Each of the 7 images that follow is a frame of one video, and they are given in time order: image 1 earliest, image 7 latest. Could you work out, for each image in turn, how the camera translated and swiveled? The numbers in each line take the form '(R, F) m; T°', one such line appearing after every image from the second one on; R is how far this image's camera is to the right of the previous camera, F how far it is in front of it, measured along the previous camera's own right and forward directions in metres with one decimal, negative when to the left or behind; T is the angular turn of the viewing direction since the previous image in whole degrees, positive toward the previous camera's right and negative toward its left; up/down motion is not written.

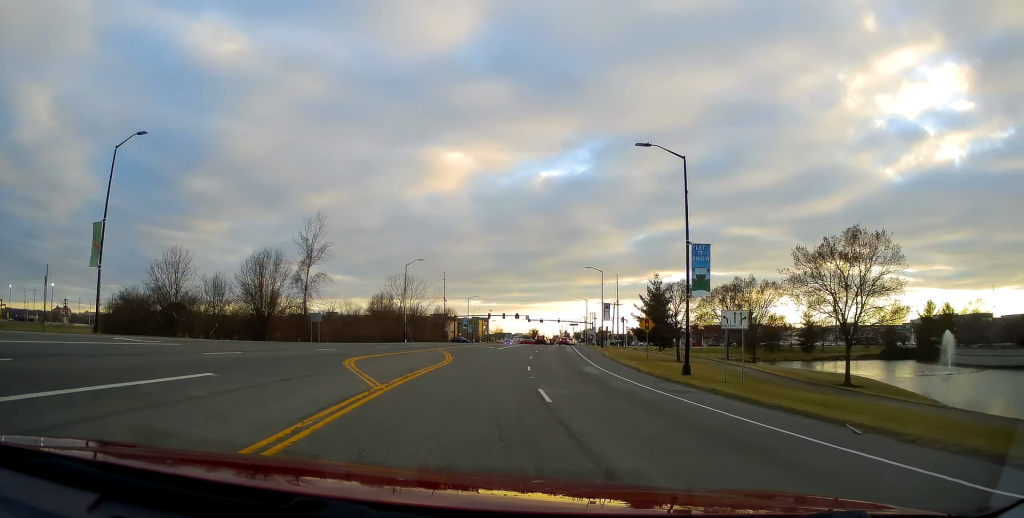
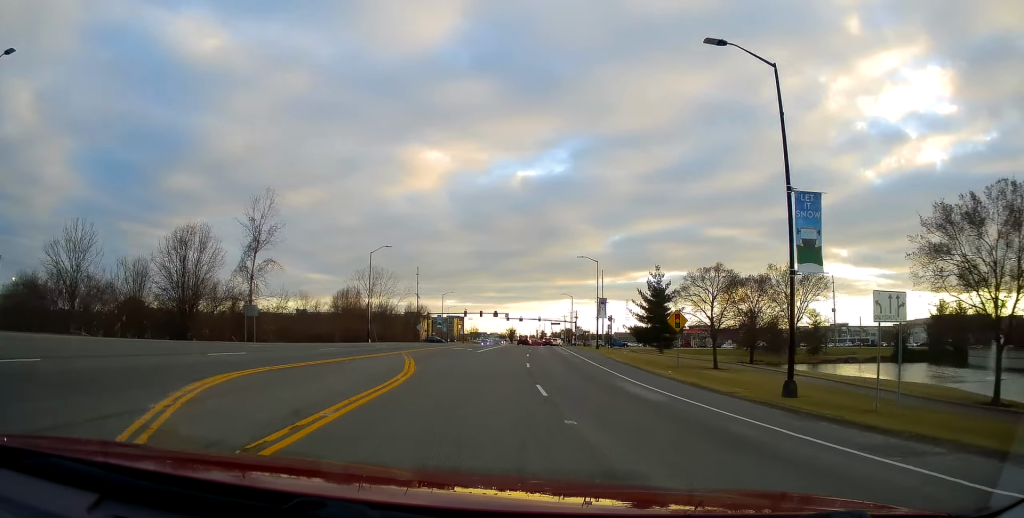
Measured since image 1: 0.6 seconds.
(-0.1, +10.9) m; +1°
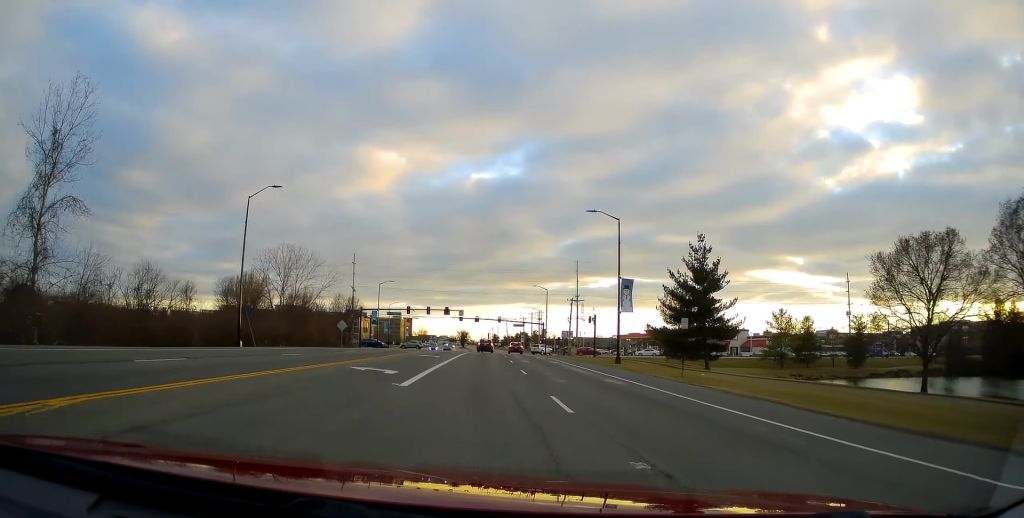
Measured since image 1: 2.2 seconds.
(+1.5, +27.4) m; +8°
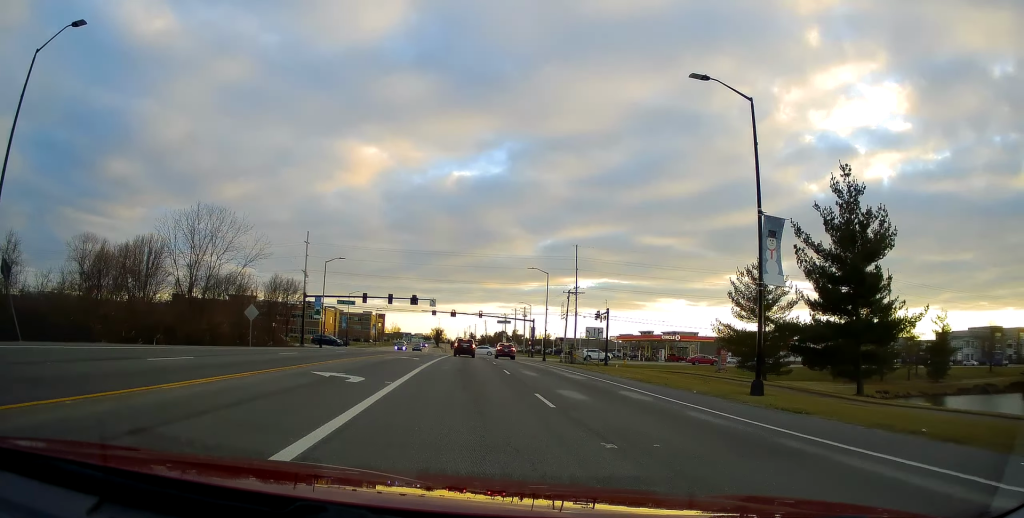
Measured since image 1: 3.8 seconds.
(+1.5, +23.5) m; +3°
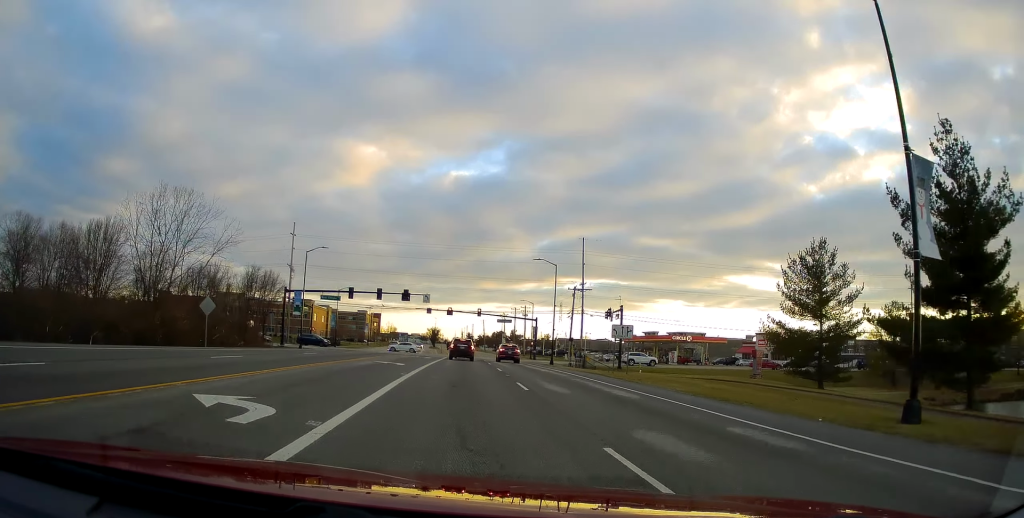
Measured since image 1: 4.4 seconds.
(-0.5, +8.0) m; 0°
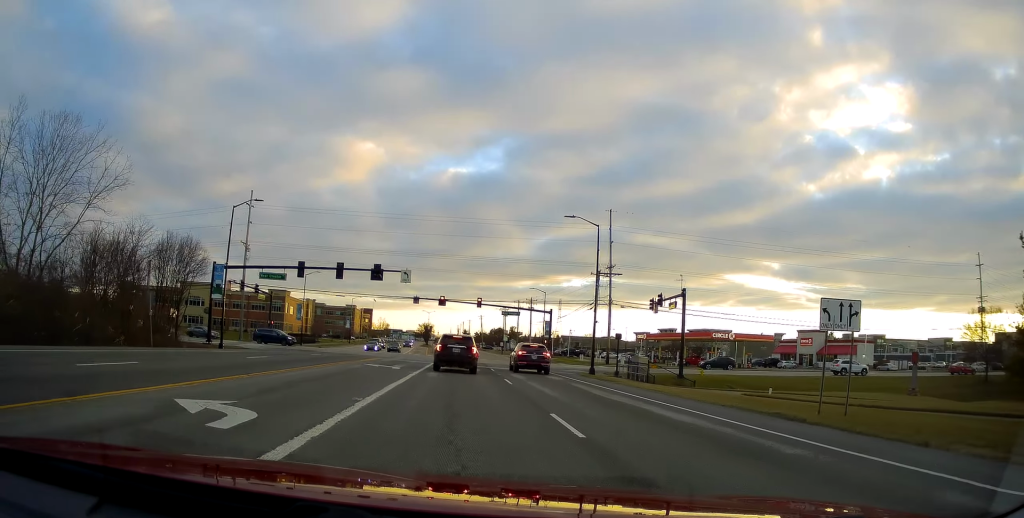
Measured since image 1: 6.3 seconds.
(+0.8, +21.1) m; +1°
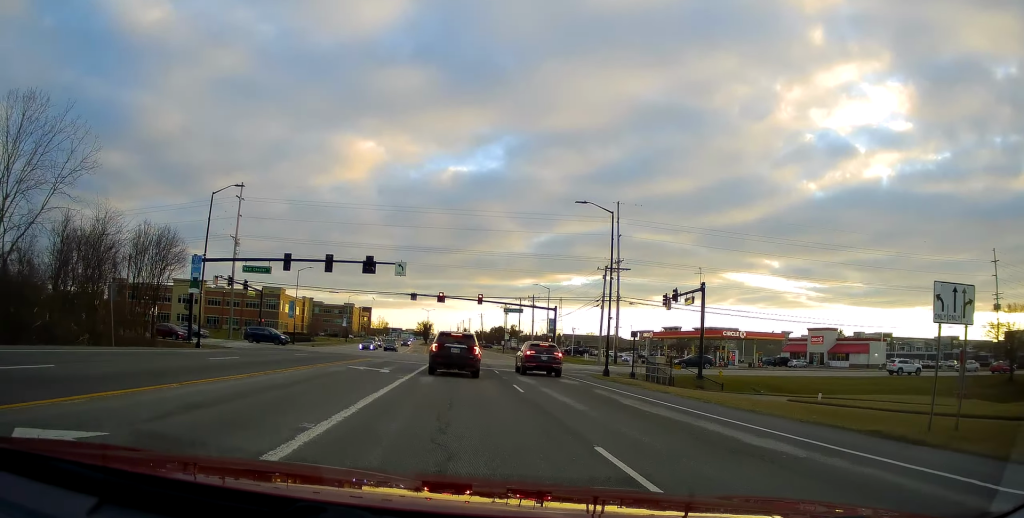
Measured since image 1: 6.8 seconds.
(0.0, +4.2) m; -1°
